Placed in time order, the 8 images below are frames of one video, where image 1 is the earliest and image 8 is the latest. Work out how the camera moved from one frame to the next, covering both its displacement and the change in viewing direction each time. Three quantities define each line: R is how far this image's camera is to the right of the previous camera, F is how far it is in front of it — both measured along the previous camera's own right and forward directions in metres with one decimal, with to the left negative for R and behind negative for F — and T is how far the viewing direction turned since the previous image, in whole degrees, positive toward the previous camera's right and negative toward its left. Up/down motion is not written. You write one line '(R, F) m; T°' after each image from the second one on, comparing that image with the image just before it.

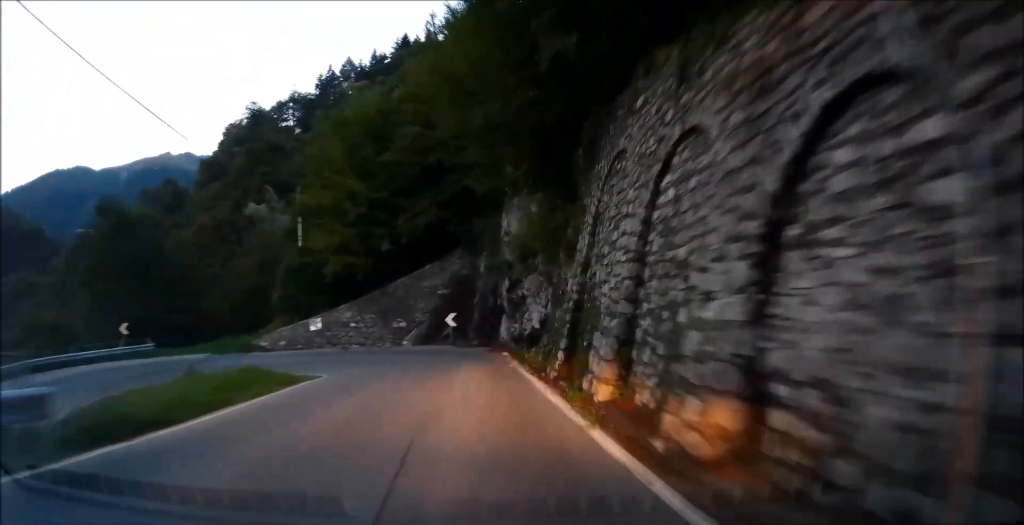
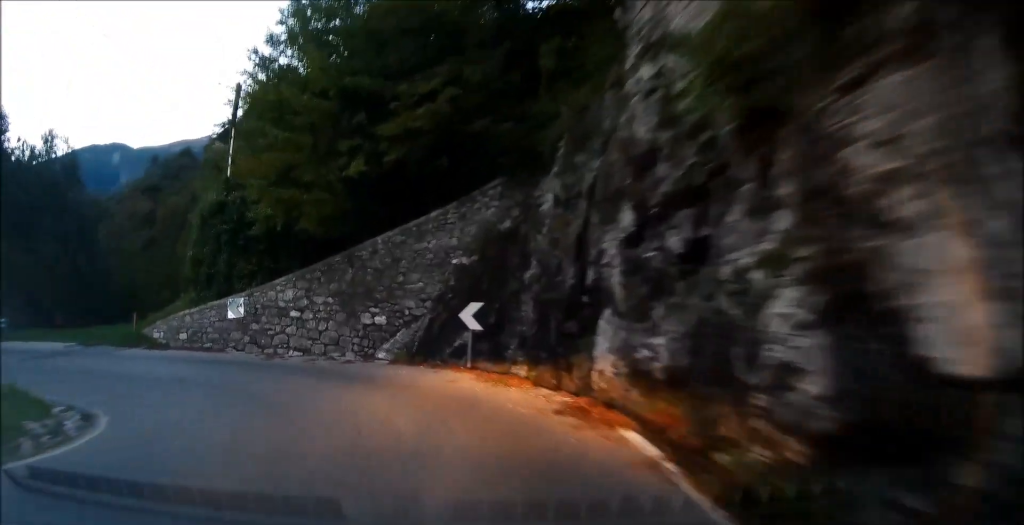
(+0.6, +16.6) m; 0°
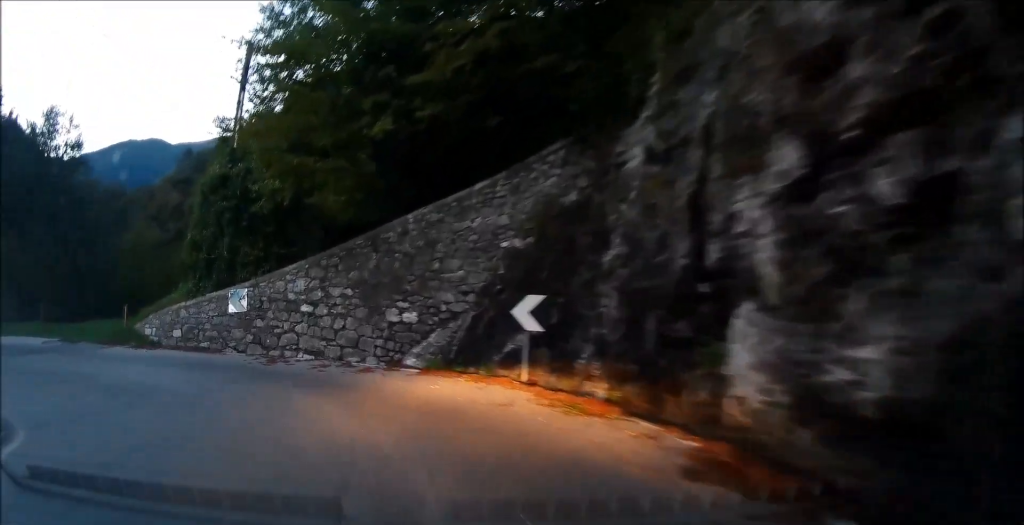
(+0.2, +4.0) m; -3°
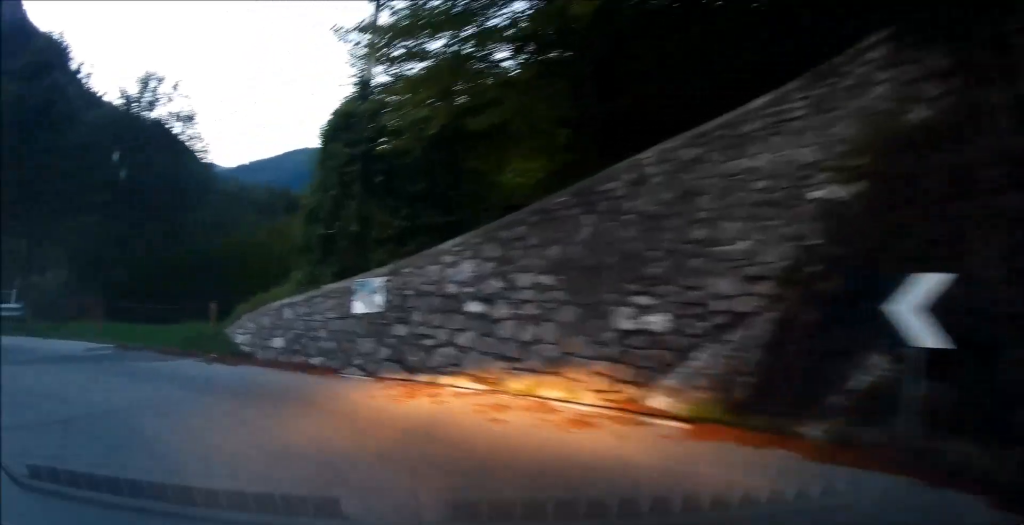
(-0.7, +6.4) m; -16°
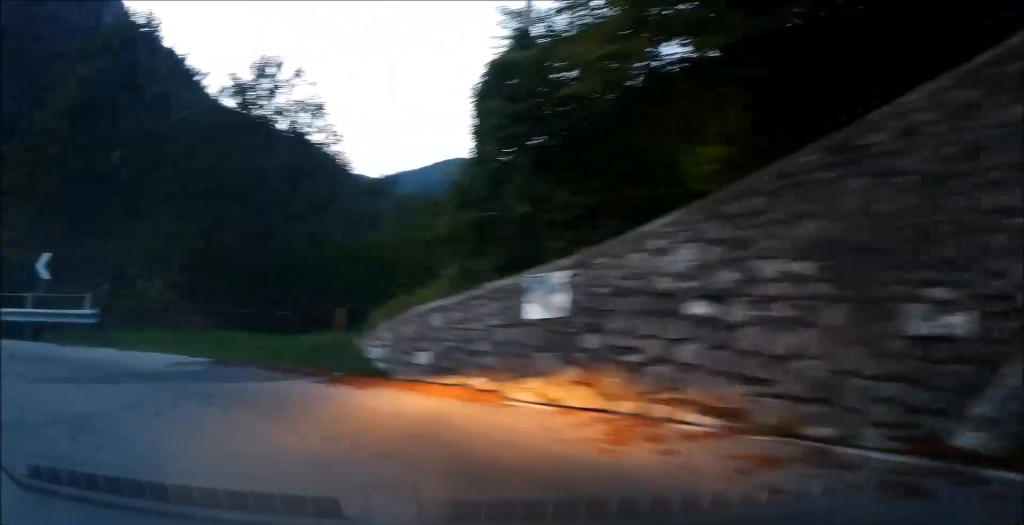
(0.0, +3.0) m; -12°
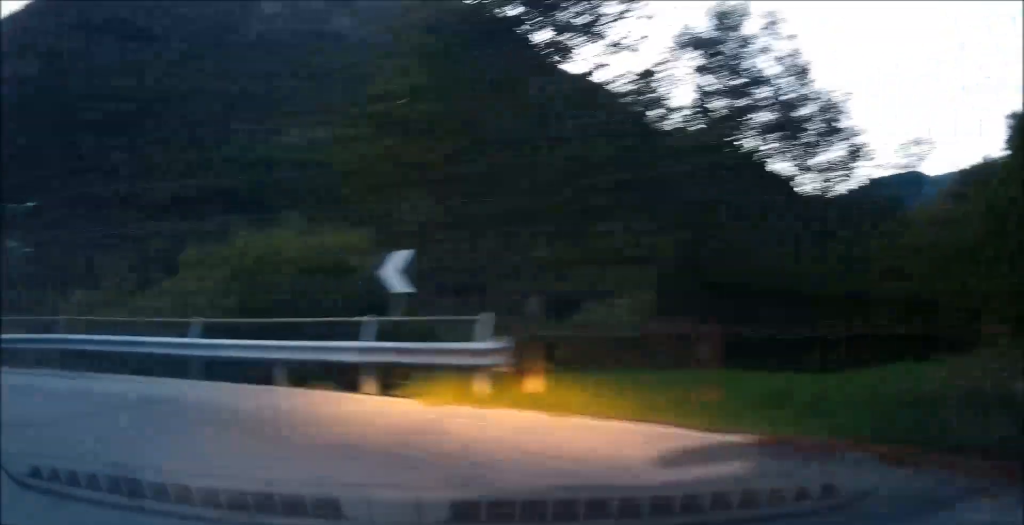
(-2.0, +5.2) m; -45°
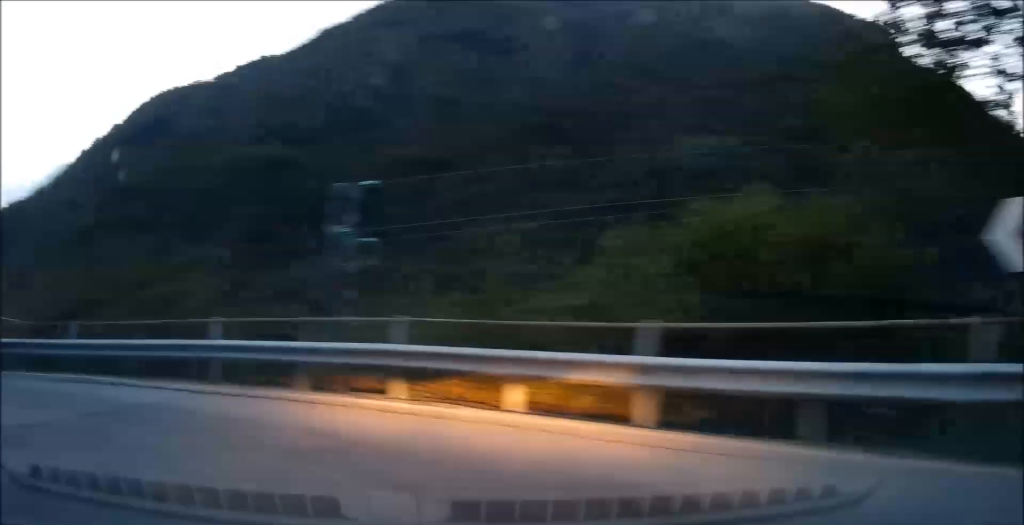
(-1.7, +4.0) m; -27°
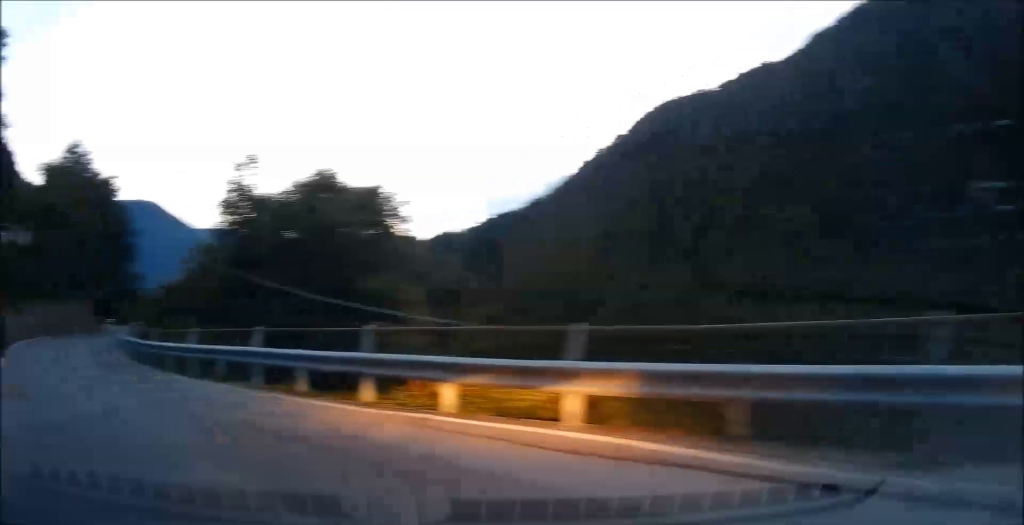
(-1.1, +4.6) m; -41°
